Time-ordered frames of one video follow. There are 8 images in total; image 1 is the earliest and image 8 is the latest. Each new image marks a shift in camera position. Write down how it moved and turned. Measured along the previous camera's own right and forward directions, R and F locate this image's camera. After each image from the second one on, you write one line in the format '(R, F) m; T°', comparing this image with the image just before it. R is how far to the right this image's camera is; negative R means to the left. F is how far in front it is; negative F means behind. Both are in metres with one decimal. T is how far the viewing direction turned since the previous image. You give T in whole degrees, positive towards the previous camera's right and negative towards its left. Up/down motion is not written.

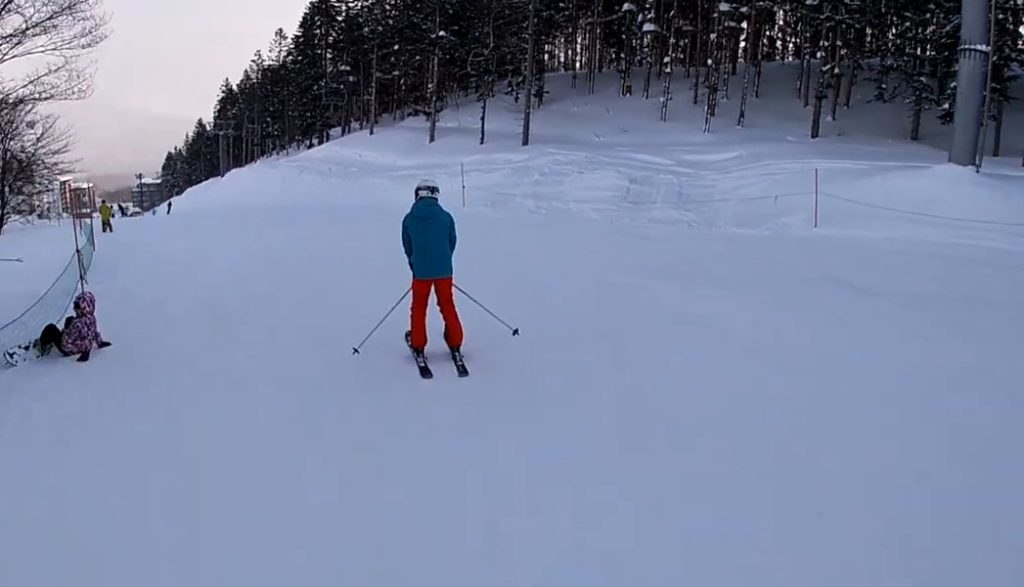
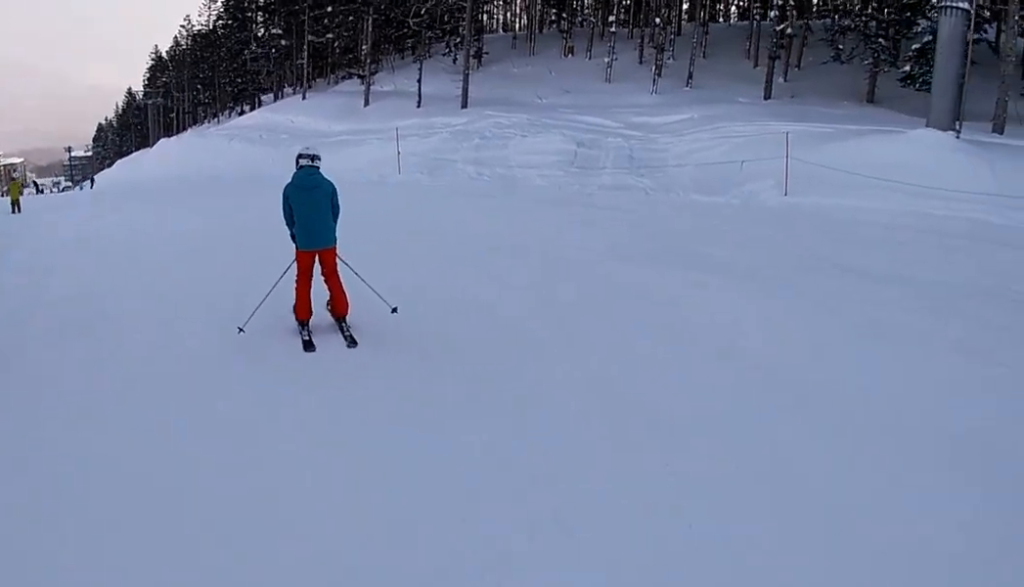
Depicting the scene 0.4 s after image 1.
(-0.2, +2.1) m; -11°
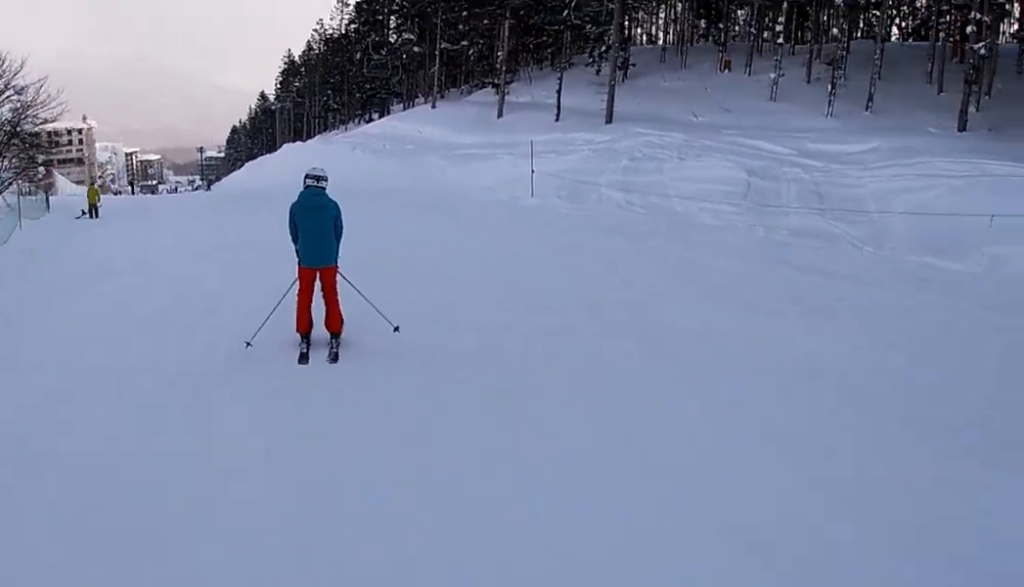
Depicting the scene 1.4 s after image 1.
(-0.9, +5.0) m; +3°
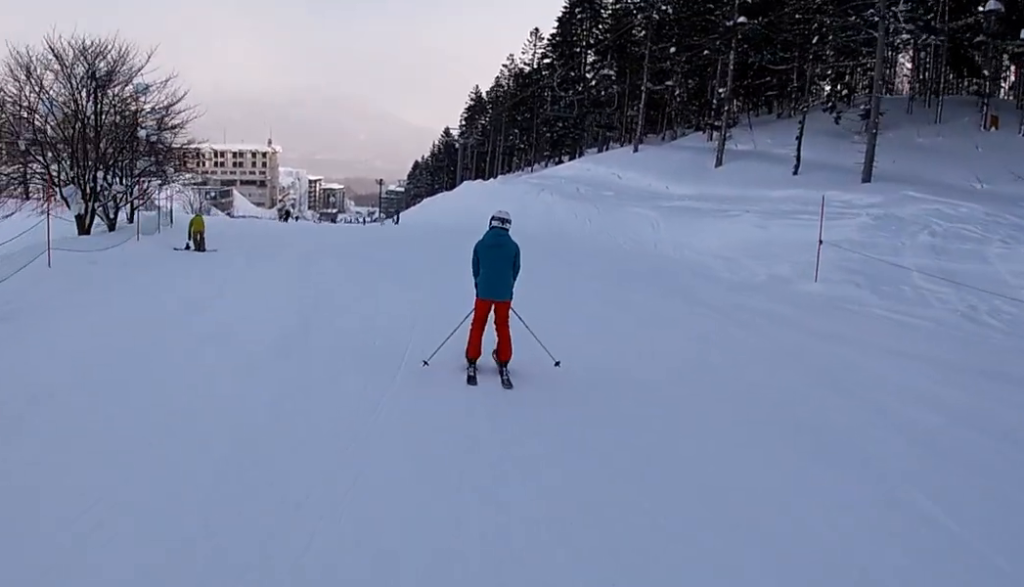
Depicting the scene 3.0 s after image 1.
(-0.2, +7.7) m; -21°
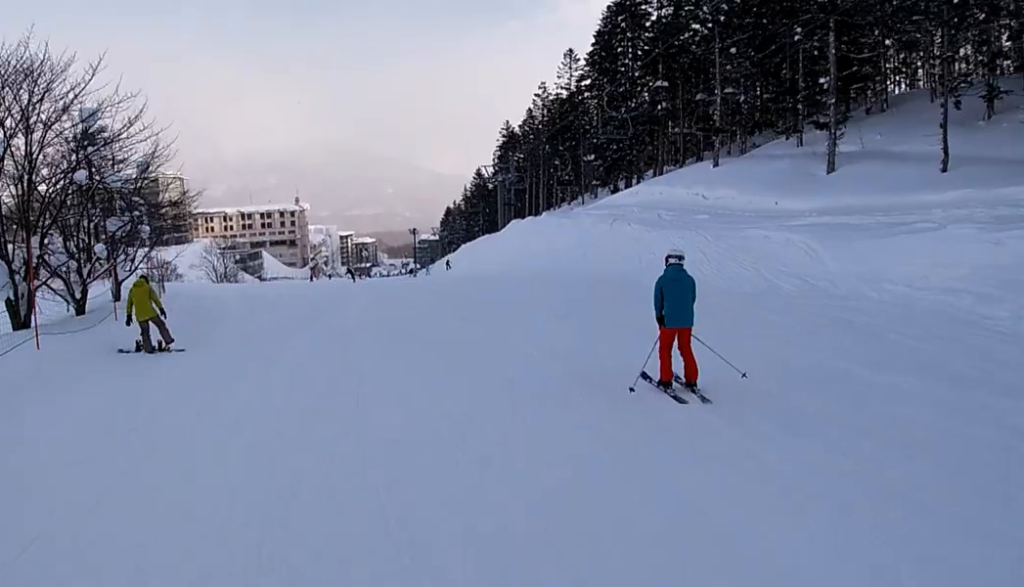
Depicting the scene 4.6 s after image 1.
(-1.0, +8.8) m; +1°
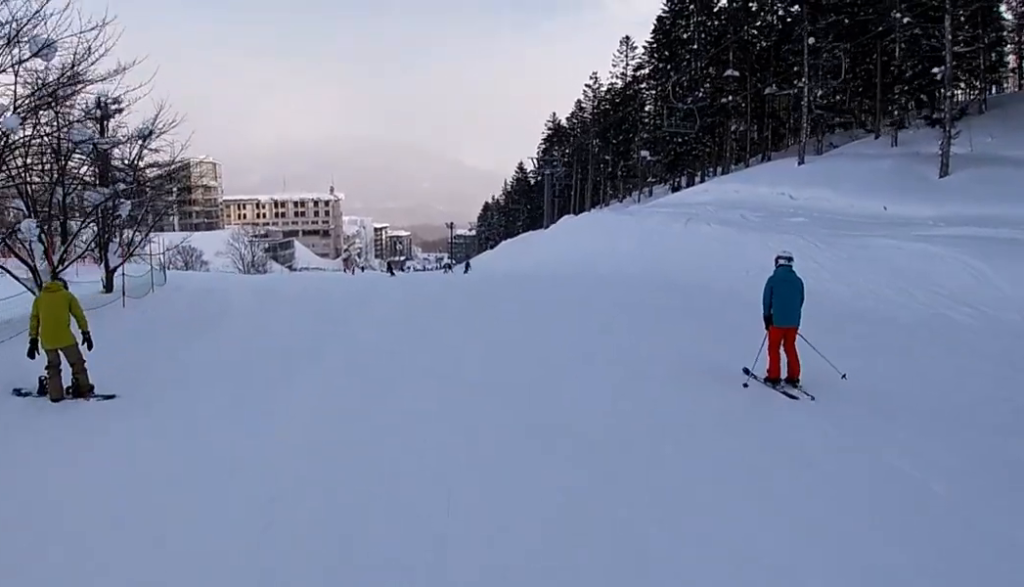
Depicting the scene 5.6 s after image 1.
(0.0, +5.4) m; -5°
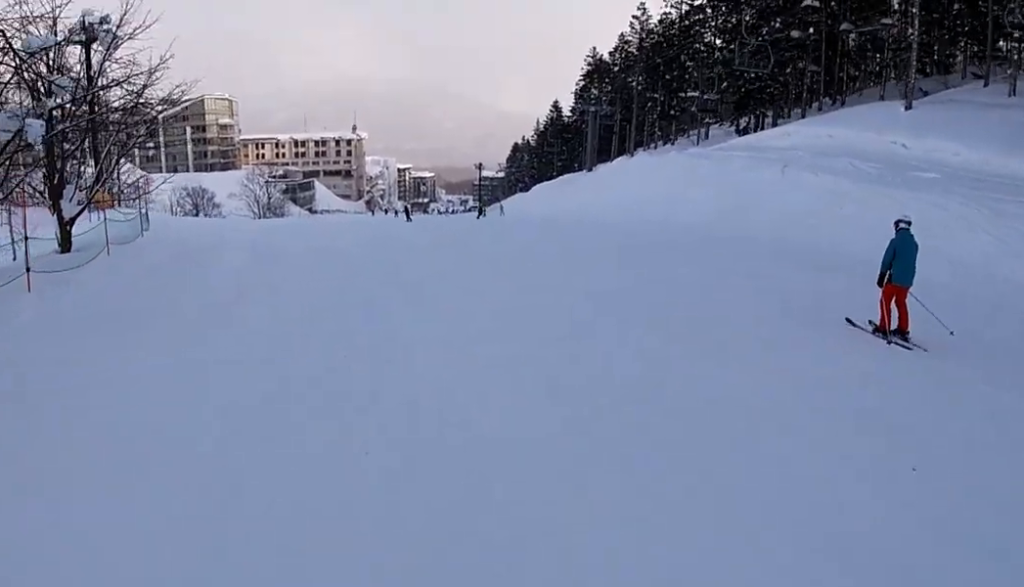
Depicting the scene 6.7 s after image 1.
(-0.8, +6.6) m; -13°
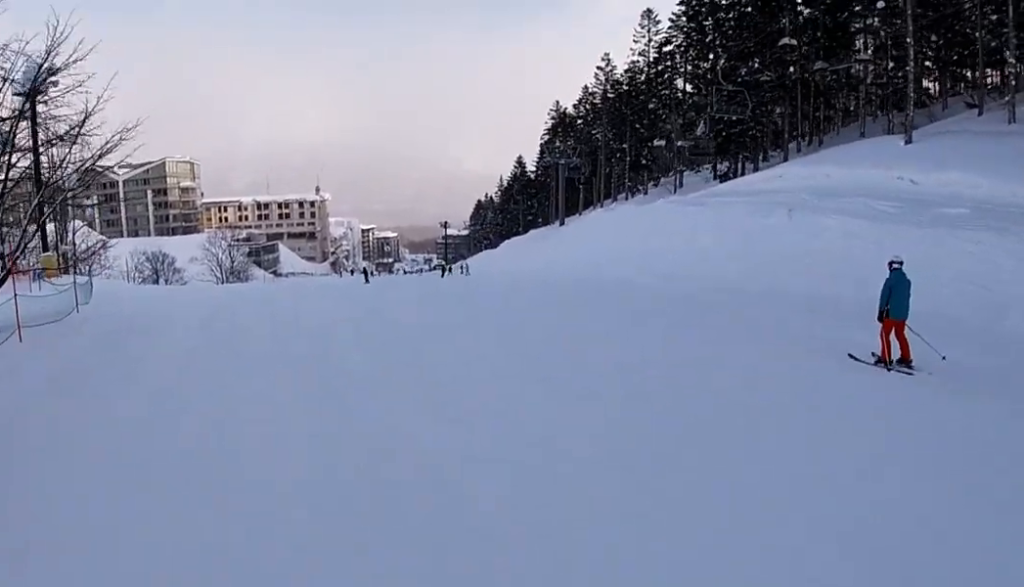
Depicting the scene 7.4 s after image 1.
(-0.7, +3.4) m; +3°
